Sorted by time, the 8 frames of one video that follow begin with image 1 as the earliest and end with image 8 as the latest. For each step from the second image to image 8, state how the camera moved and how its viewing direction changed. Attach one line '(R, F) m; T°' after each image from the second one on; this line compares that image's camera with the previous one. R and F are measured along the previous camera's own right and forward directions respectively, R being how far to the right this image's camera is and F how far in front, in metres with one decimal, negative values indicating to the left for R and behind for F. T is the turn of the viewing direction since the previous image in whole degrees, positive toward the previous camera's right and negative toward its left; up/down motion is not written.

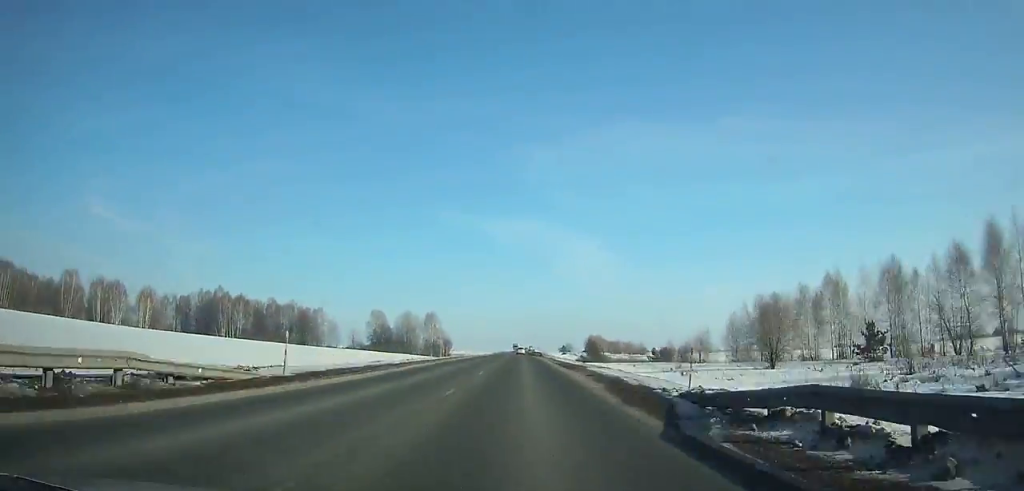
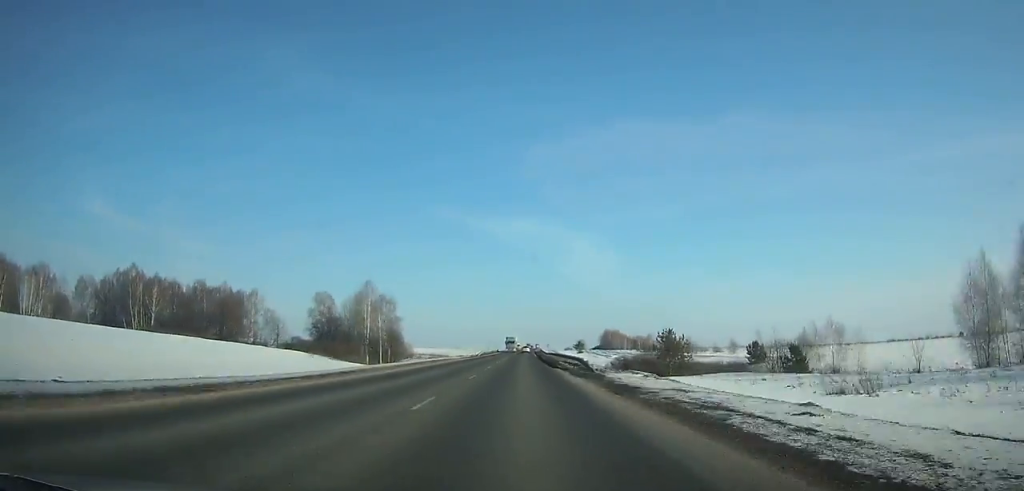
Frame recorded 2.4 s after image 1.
(+0.3, +75.0) m; 0°
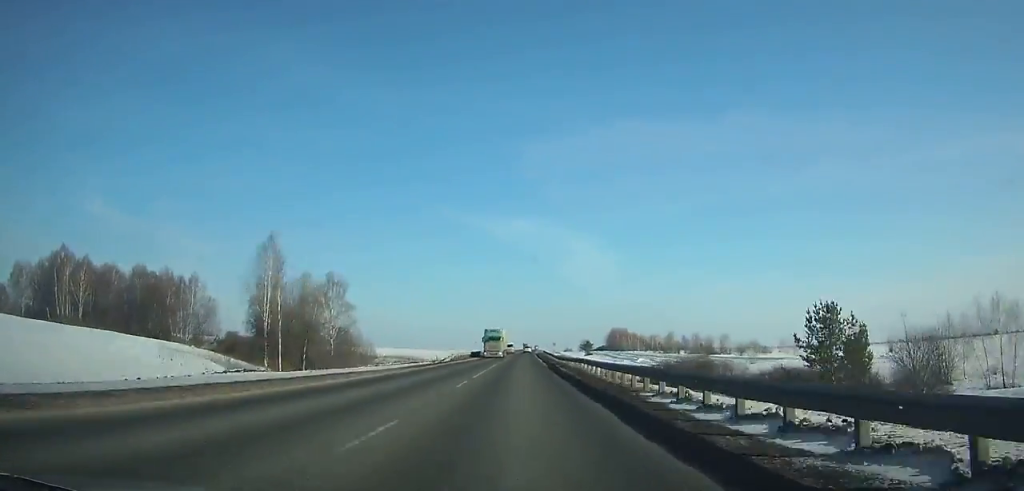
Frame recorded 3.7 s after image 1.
(-0.1, +40.4) m; 0°
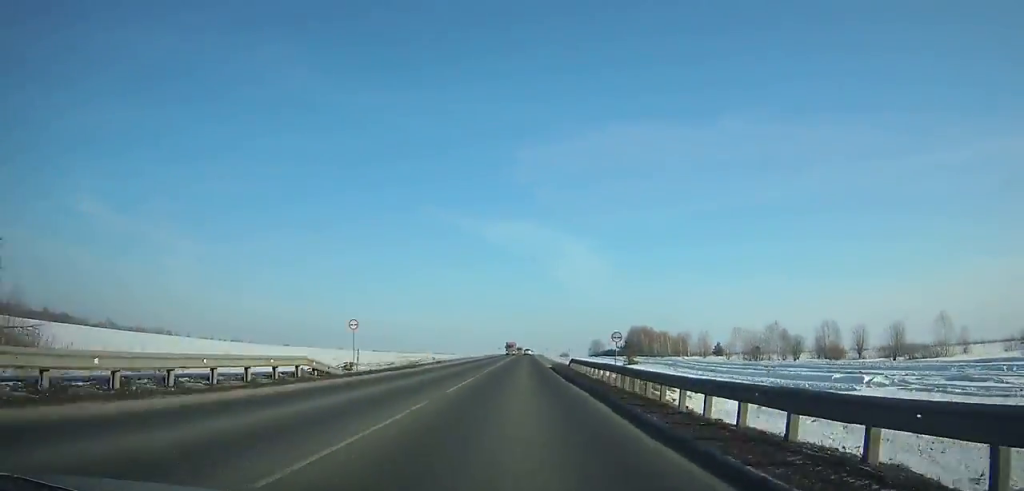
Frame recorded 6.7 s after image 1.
(+0.4, +91.5) m; +1°
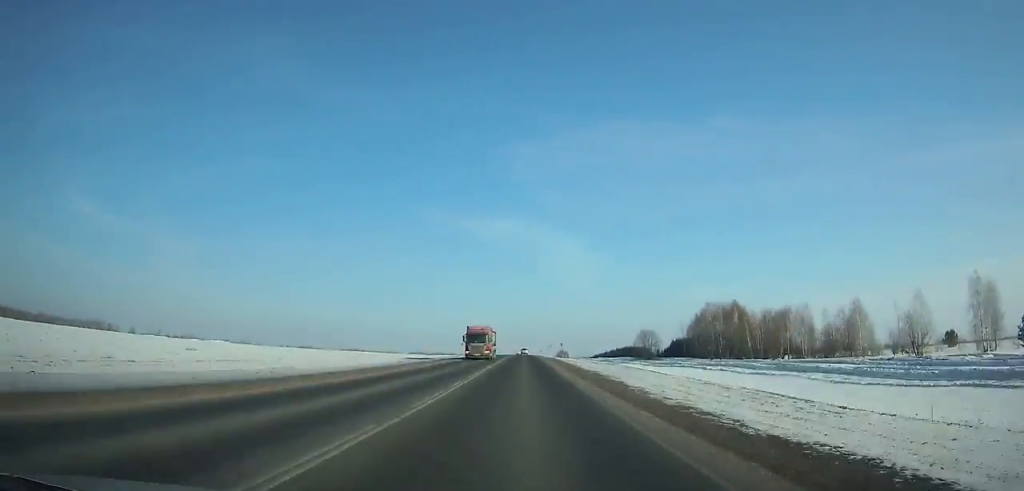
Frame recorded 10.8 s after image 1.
(+0.7, +123.1) m; +1°
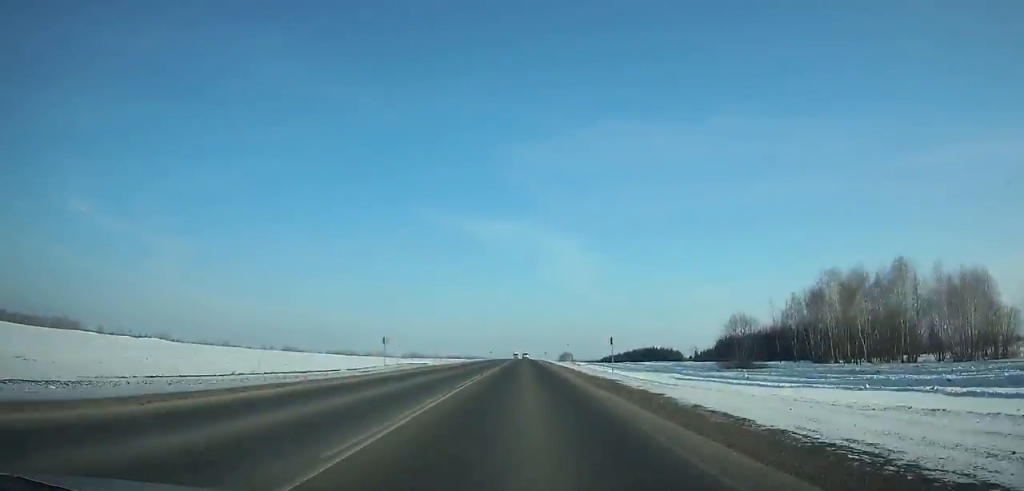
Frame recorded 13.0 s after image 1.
(+0.2, +65.8) m; 0°
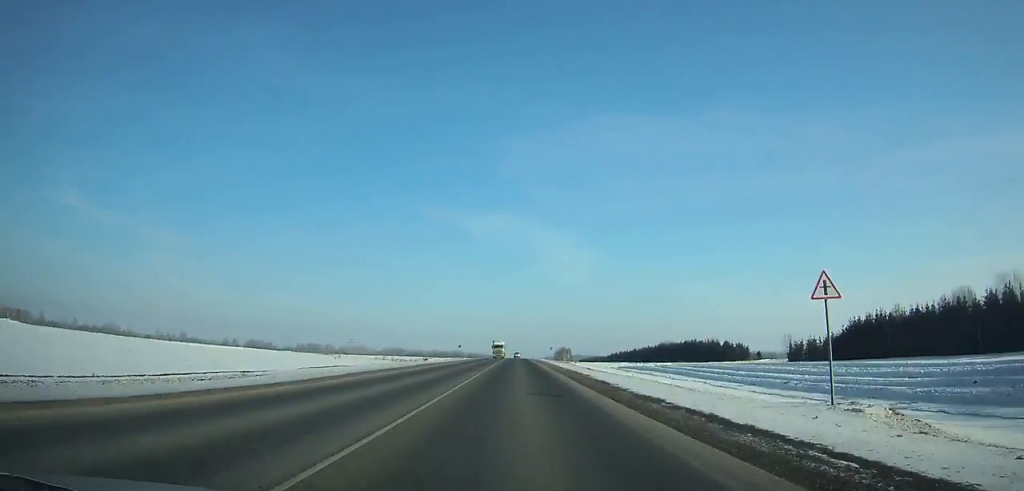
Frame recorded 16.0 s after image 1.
(+0.1, +90.0) m; 0°
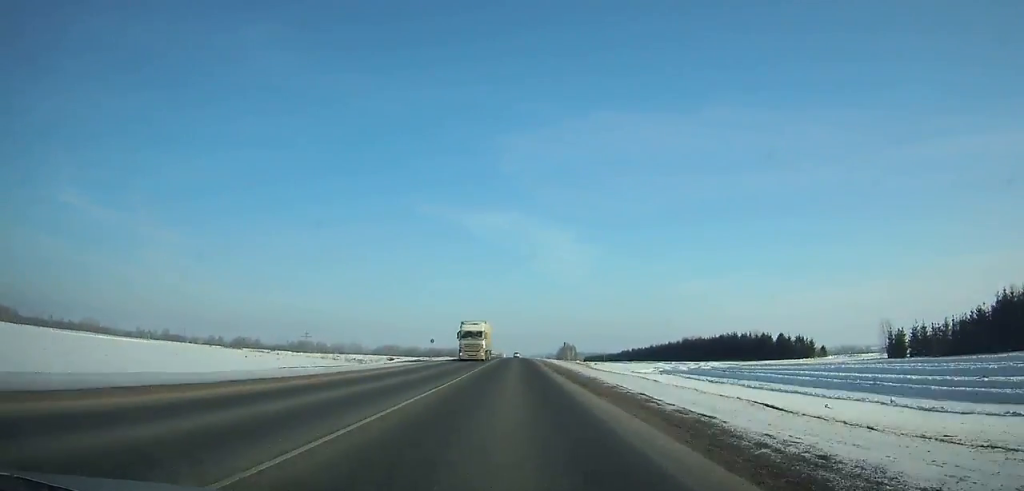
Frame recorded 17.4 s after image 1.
(0.0, +42.3) m; 0°
